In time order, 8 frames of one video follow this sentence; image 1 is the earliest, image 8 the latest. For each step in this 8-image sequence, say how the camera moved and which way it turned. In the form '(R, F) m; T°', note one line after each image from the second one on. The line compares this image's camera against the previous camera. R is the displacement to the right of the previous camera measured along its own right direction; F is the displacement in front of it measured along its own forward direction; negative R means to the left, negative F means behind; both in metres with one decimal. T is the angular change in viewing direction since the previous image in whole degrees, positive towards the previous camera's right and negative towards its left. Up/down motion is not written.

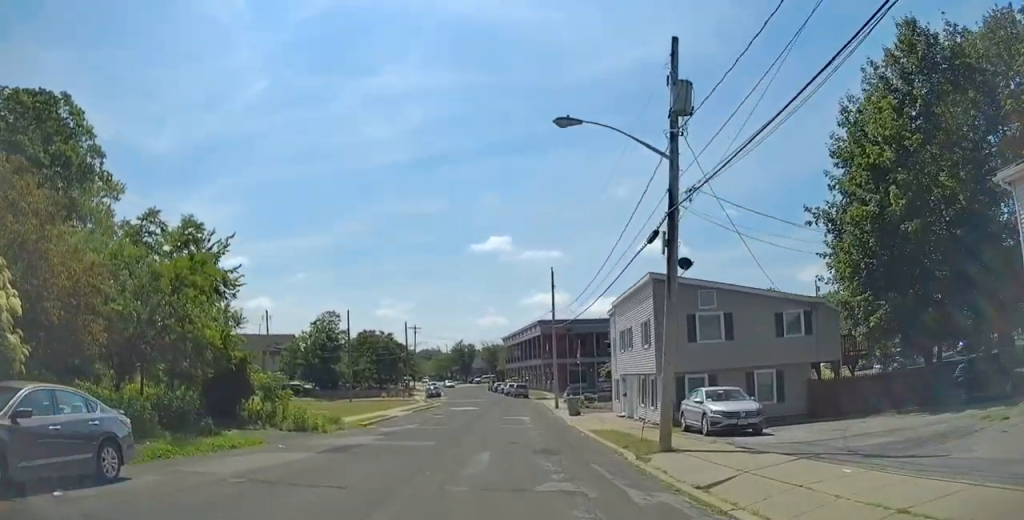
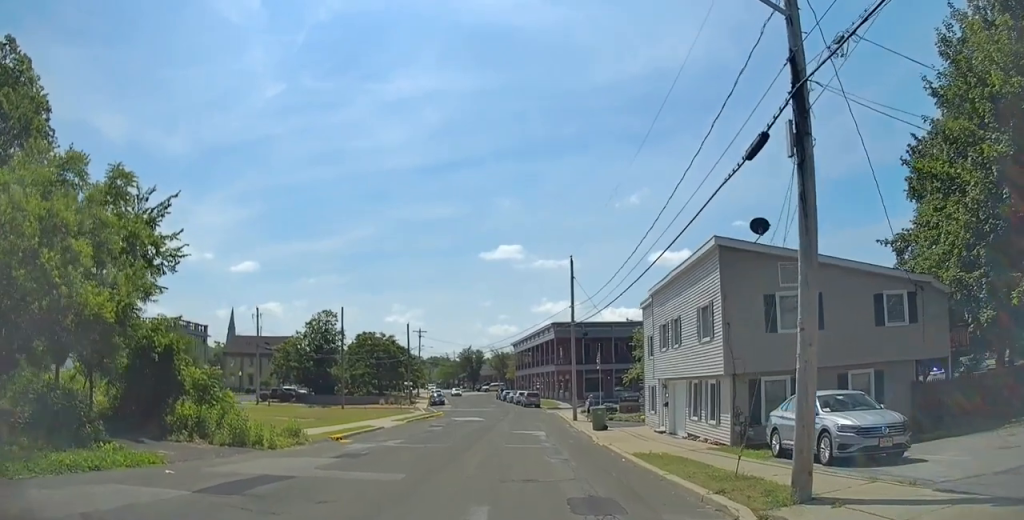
(-0.7, +7.9) m; -6°
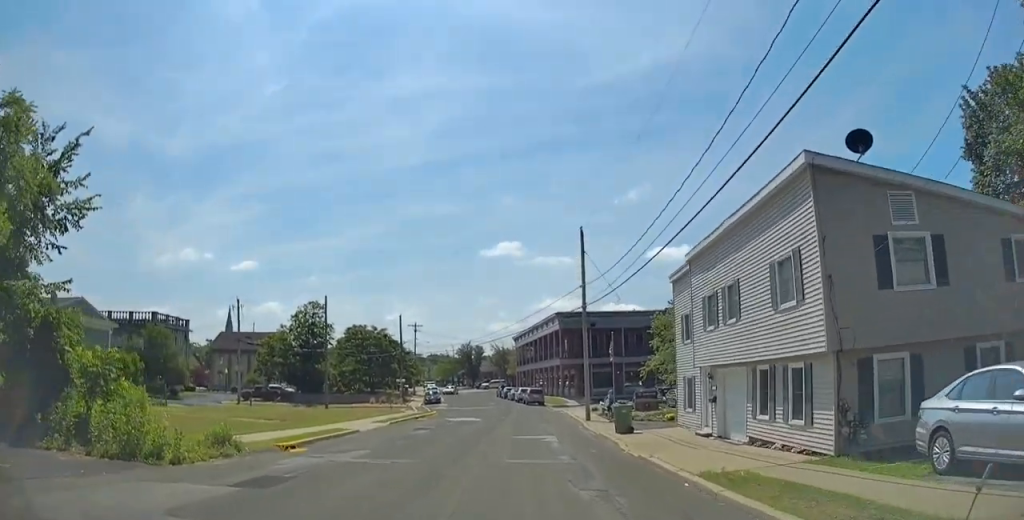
(-0.2, +7.0) m; -1°
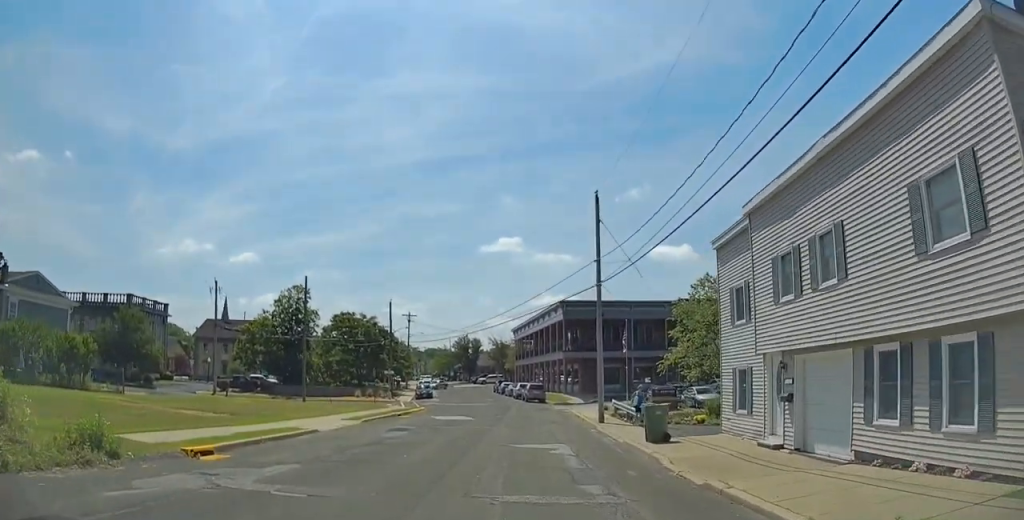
(+0.1, +6.5) m; 0°
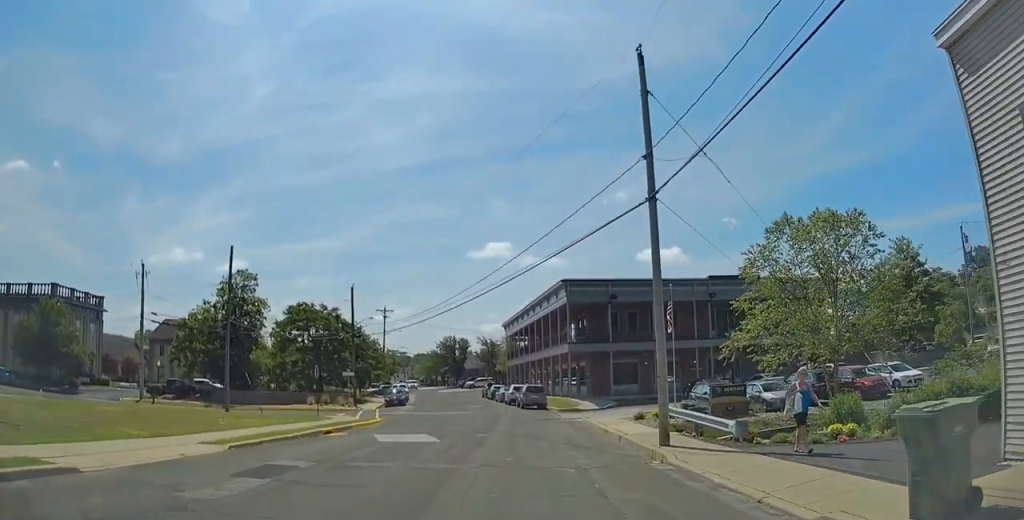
(-0.1, +14.3) m; -2°
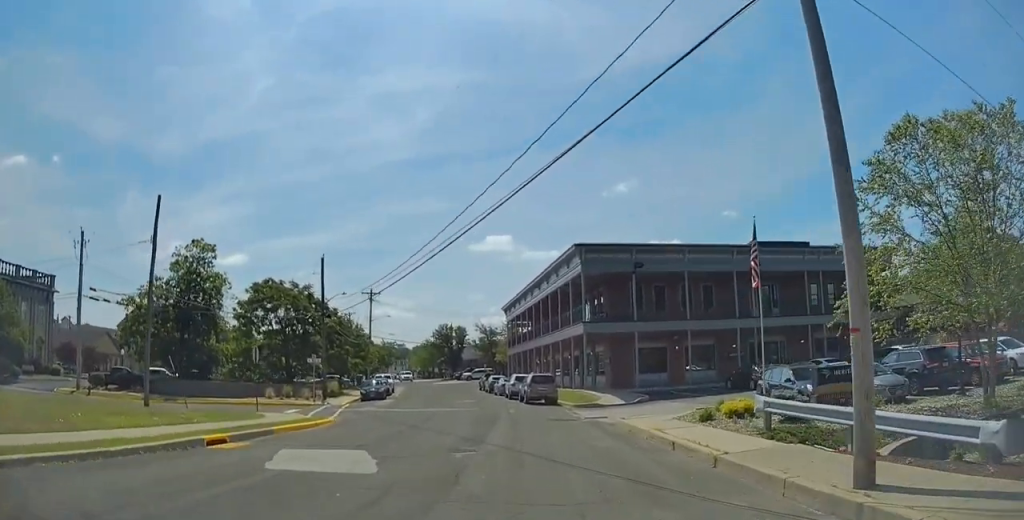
(-0.1, +9.7) m; +1°
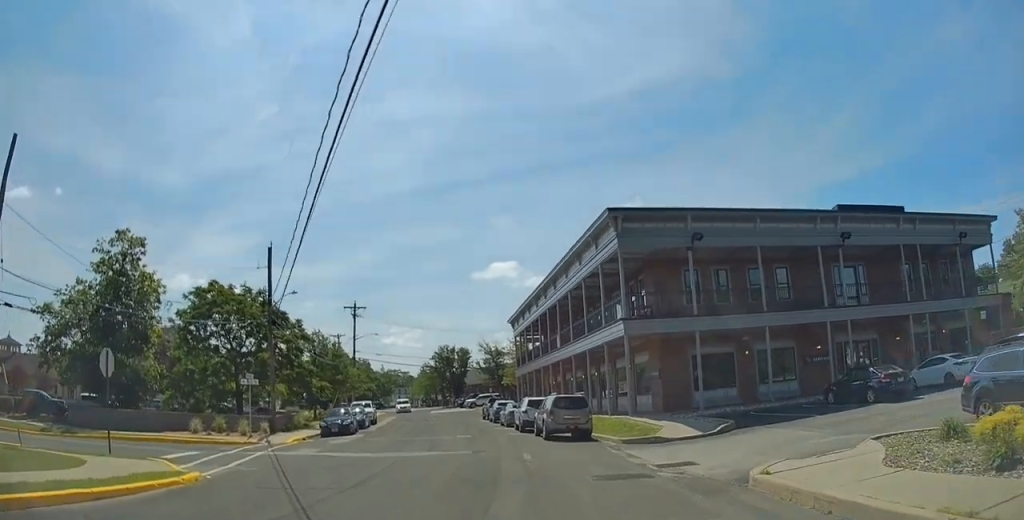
(+0.2, +12.5) m; -2°
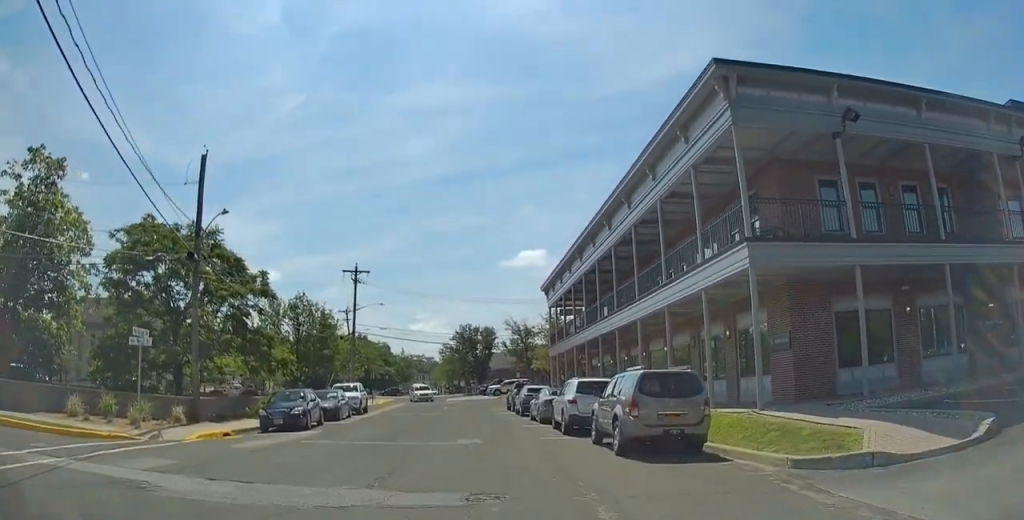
(-0.5, +12.7) m; -2°
